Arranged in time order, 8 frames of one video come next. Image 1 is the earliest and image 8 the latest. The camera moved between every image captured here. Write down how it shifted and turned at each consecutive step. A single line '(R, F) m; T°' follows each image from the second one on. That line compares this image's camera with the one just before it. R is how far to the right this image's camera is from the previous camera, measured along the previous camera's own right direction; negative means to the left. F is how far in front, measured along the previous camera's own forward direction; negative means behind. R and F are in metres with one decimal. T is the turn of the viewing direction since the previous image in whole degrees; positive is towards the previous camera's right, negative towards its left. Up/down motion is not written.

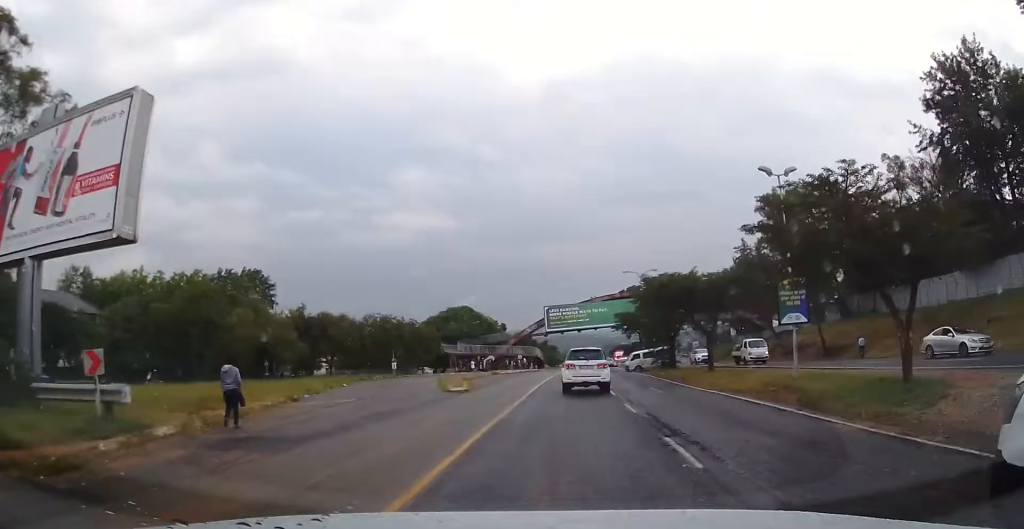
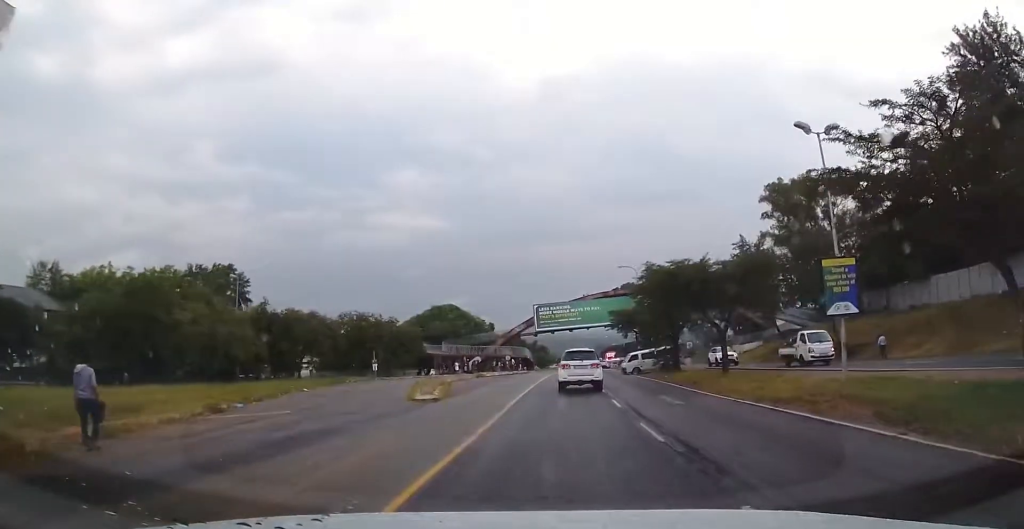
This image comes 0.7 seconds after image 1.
(0.0, +4.2) m; -1°
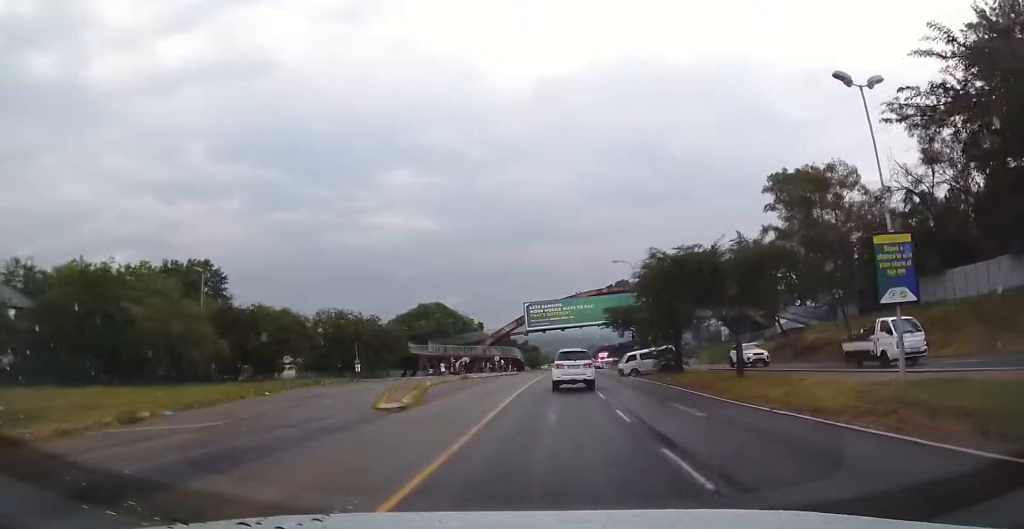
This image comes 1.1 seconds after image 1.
(-0.1, +3.3) m; +1°
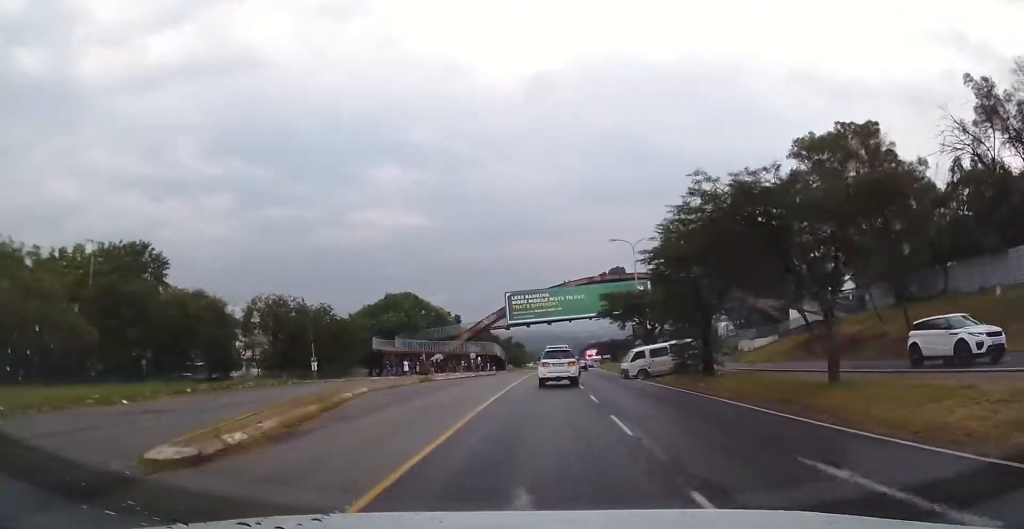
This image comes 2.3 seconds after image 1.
(+0.3, +8.7) m; +1°
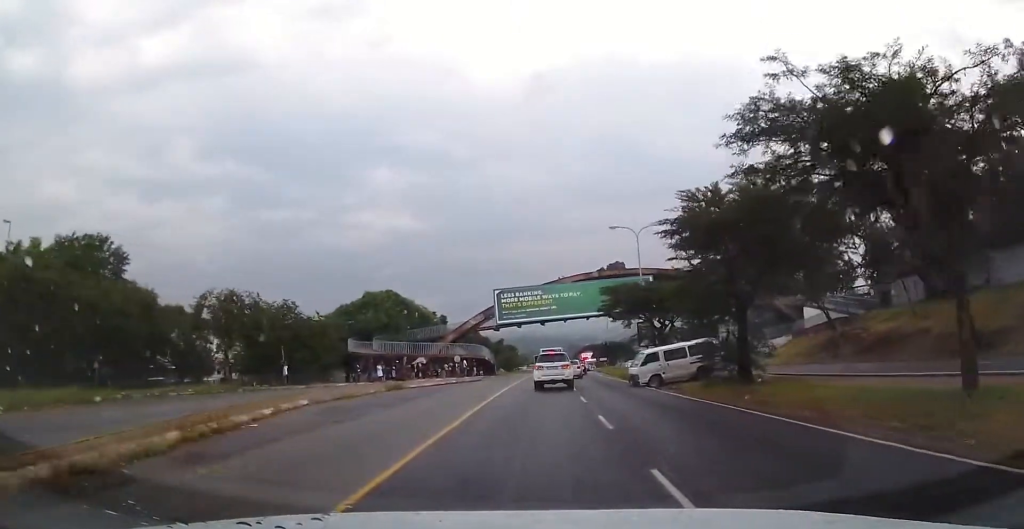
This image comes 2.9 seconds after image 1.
(0.0, +5.4) m; 0°
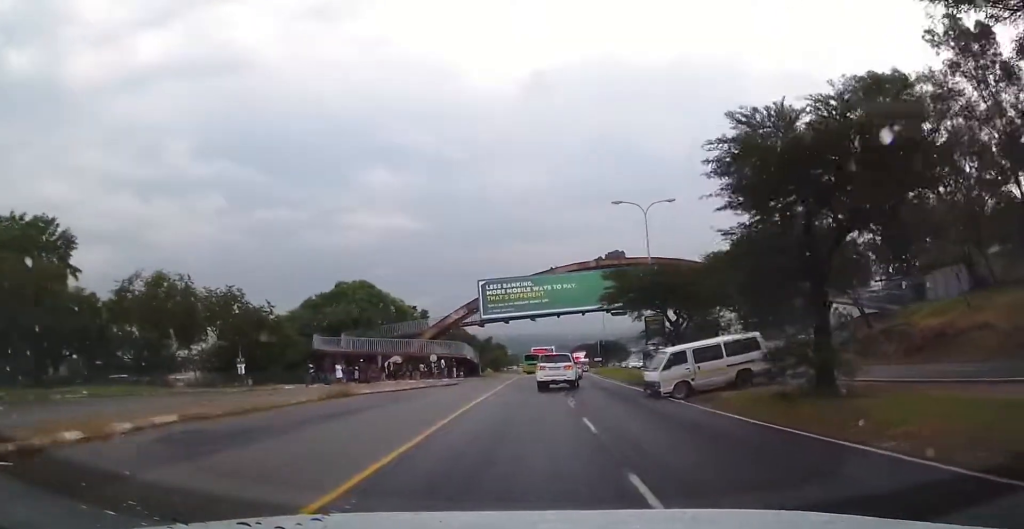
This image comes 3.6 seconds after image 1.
(-0.1, +6.3) m; 0°
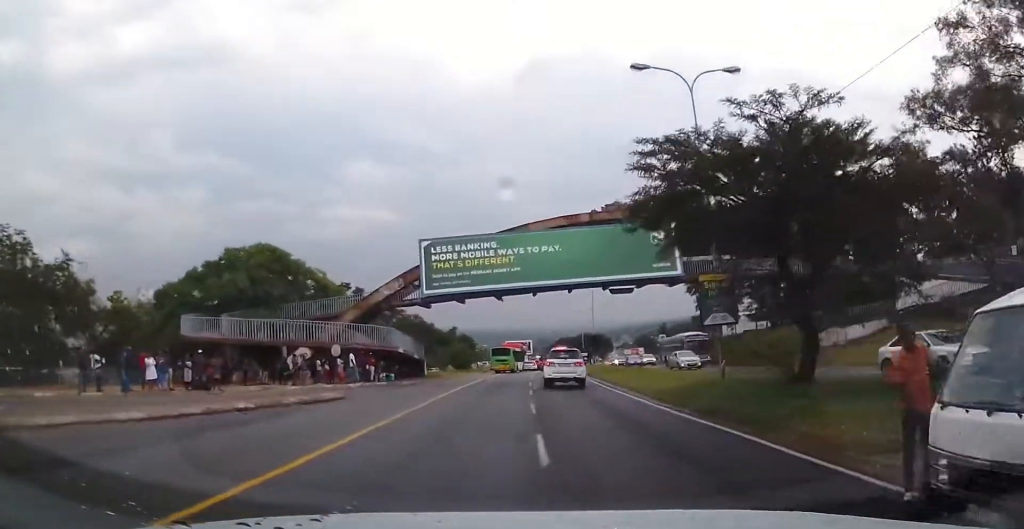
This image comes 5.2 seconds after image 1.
(+1.0, +16.6) m; +5°
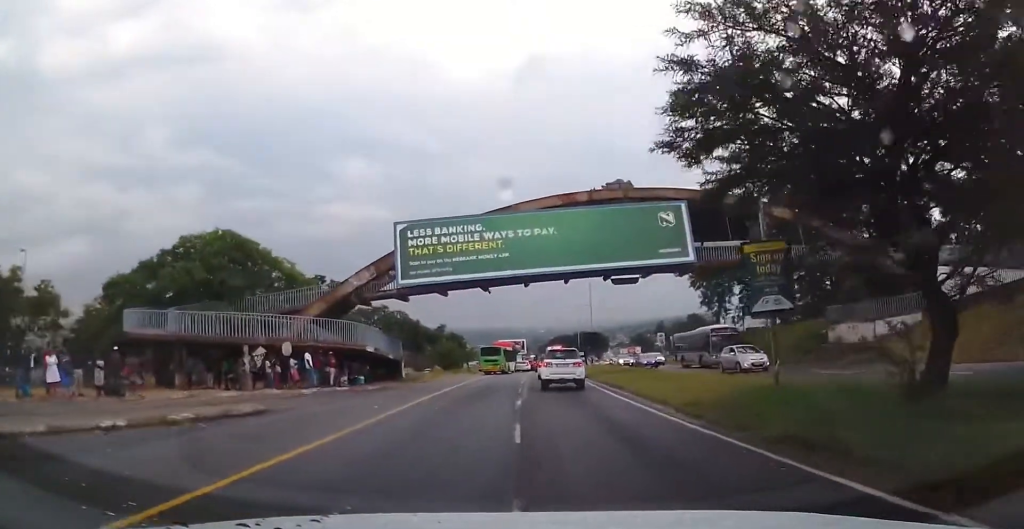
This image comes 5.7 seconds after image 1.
(0.0, +4.9) m; 0°
